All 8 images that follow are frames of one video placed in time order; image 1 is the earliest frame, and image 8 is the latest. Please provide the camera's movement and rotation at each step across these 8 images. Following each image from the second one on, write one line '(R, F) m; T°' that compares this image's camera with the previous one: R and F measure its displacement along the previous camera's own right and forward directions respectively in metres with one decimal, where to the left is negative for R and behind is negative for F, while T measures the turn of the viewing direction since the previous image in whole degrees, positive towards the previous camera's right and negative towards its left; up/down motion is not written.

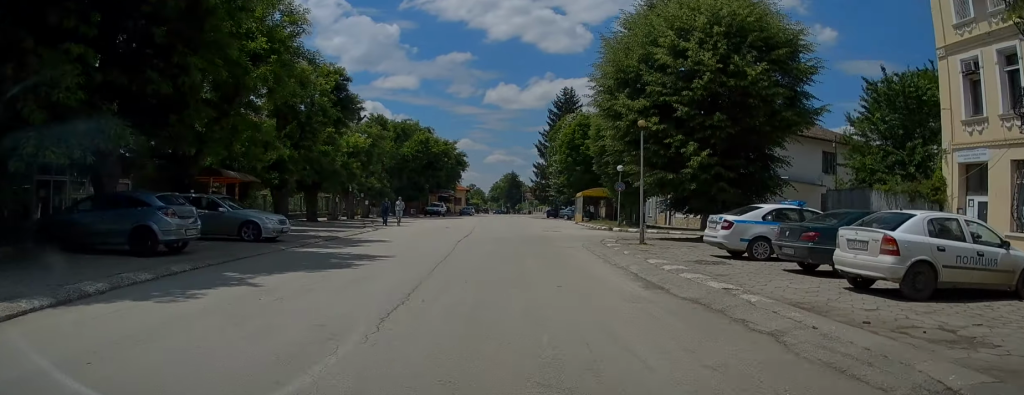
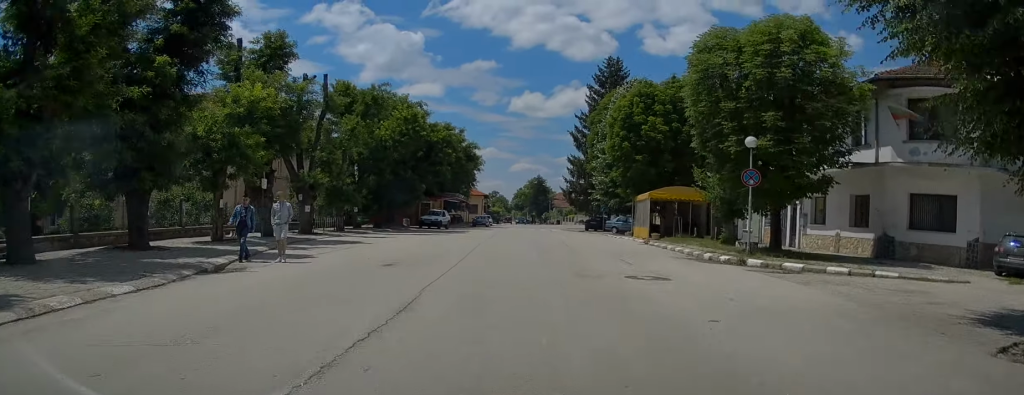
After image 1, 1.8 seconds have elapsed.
(-0.8, +19.3) m; -3°
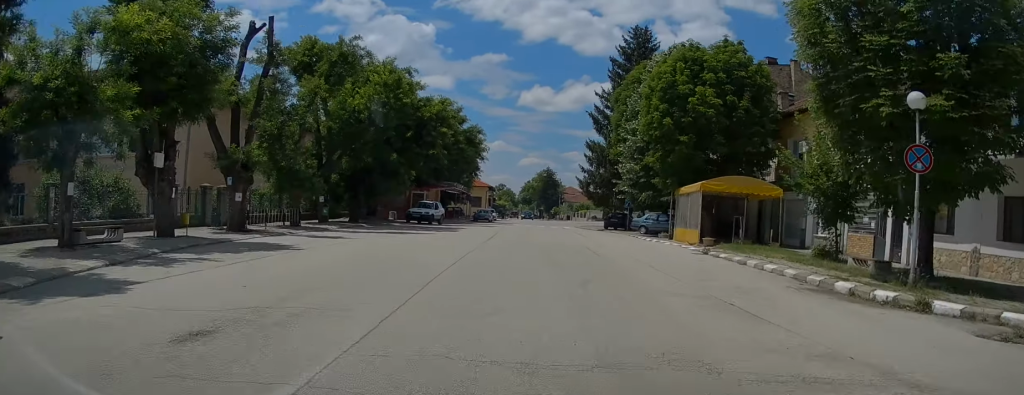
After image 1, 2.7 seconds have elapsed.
(0.0, +8.8) m; 0°
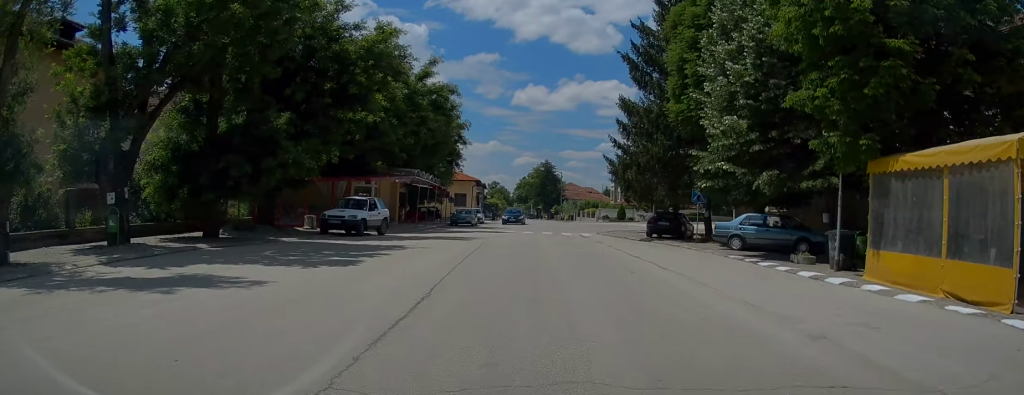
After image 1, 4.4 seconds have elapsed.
(+0.2, +18.3) m; +2°
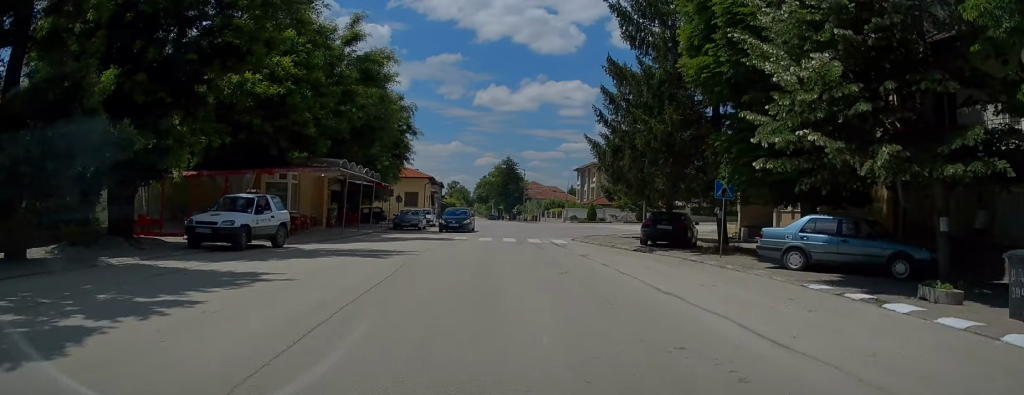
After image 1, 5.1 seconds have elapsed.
(-0.1, +8.1) m; +2°
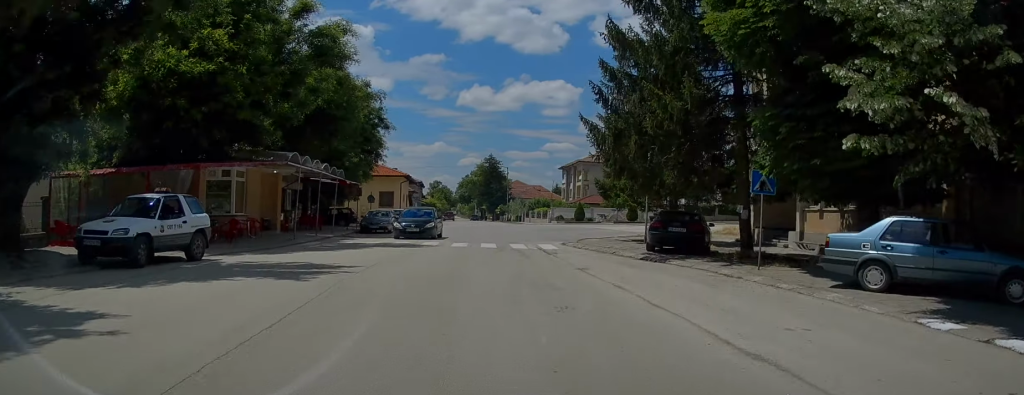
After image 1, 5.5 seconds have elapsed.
(+0.1, +4.4) m; 0°
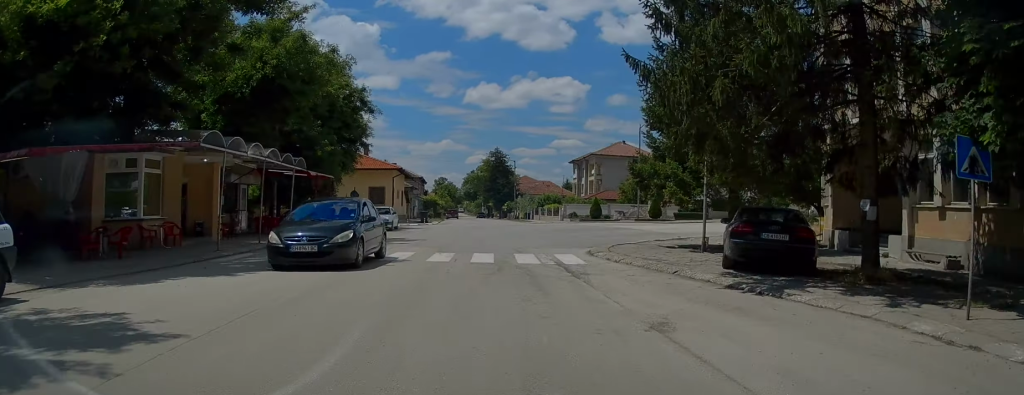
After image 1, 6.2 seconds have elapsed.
(+0.3, +7.3) m; 0°
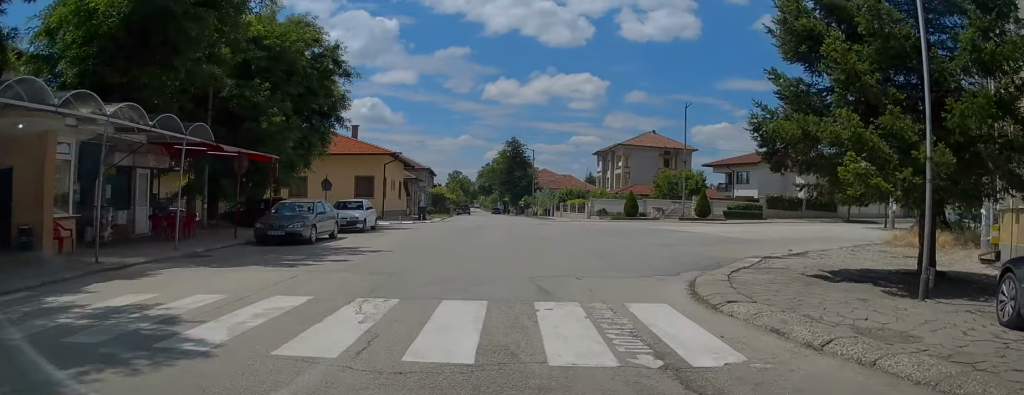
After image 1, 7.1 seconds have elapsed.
(-0.3, +9.8) m; +1°
